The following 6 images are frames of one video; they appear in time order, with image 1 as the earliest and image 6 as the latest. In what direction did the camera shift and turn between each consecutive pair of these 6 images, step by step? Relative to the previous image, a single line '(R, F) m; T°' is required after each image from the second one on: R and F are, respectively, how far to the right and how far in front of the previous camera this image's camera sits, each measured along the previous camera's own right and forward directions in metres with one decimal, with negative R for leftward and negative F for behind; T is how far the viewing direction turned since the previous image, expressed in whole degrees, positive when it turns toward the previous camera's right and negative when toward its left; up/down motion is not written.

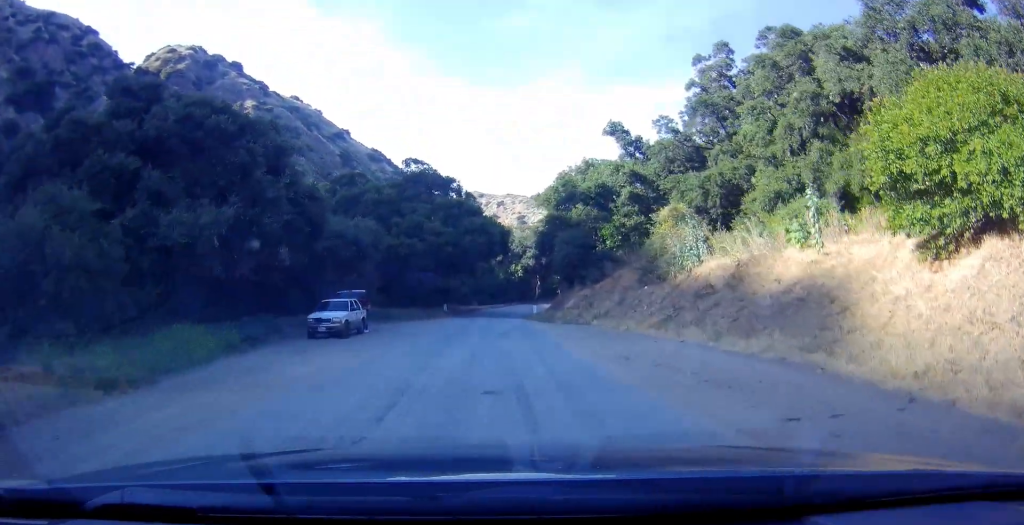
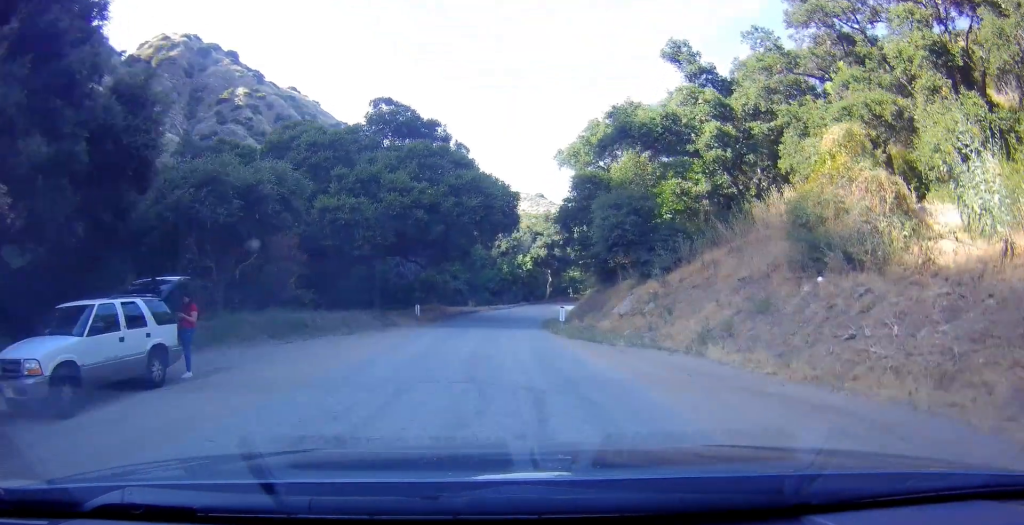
(-1.2, +17.8) m; -4°
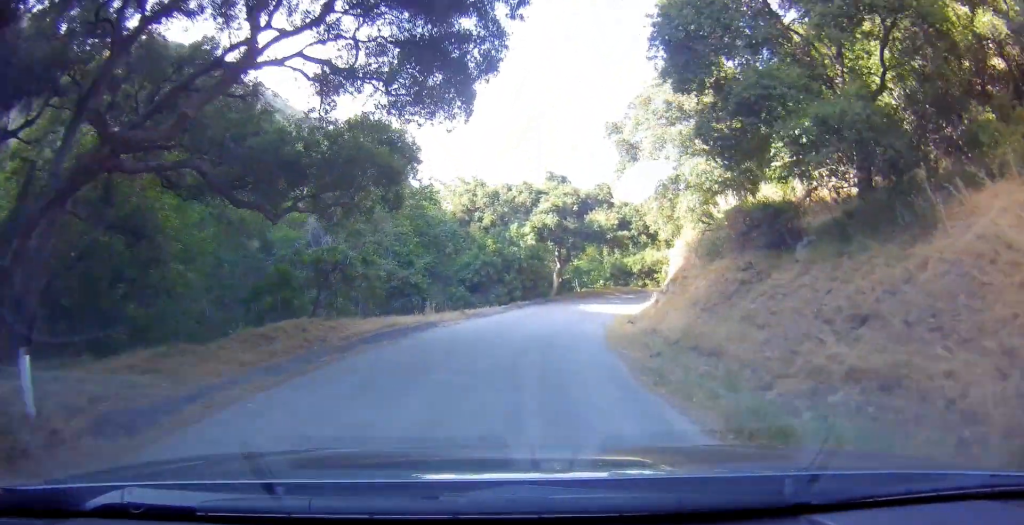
(+2.4, +25.7) m; +9°
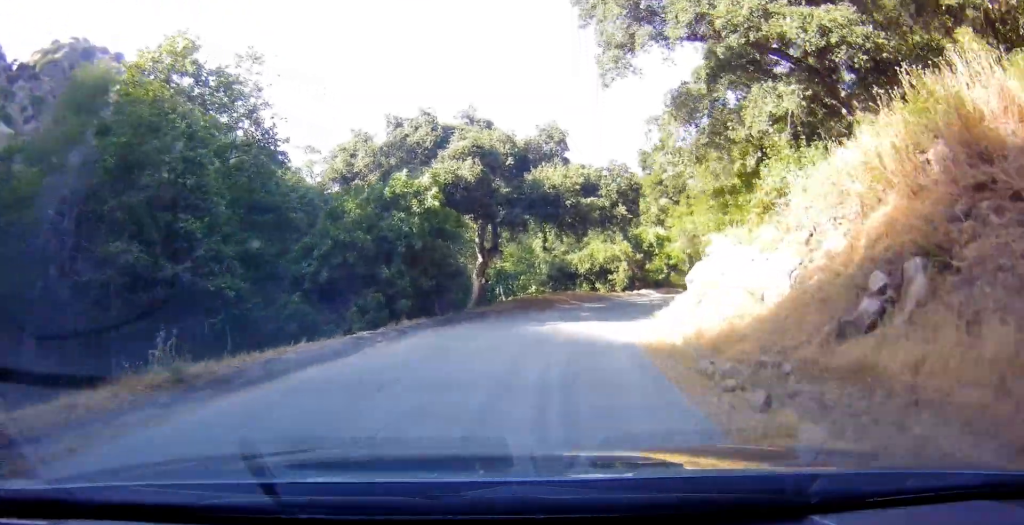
(0.0, +17.9) m; 0°
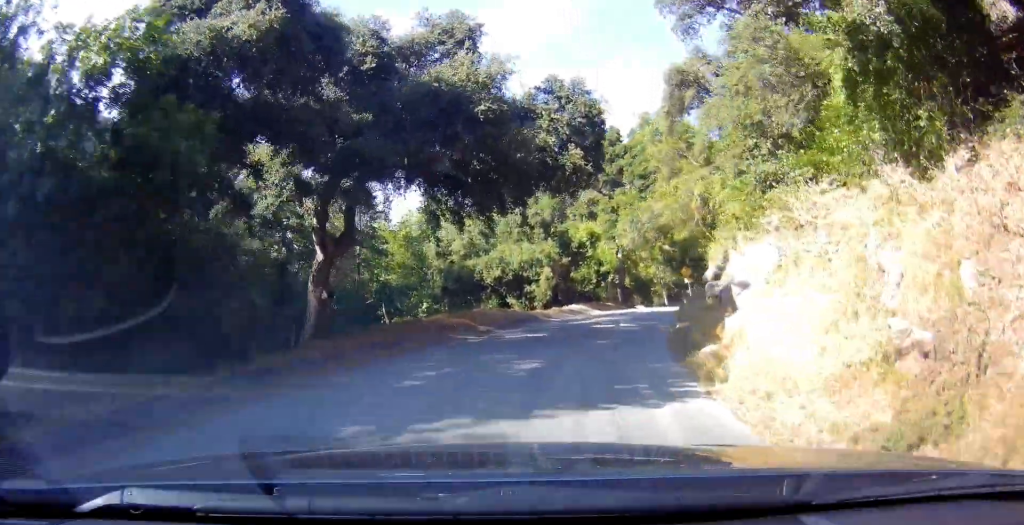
(+1.0, +14.1) m; +11°
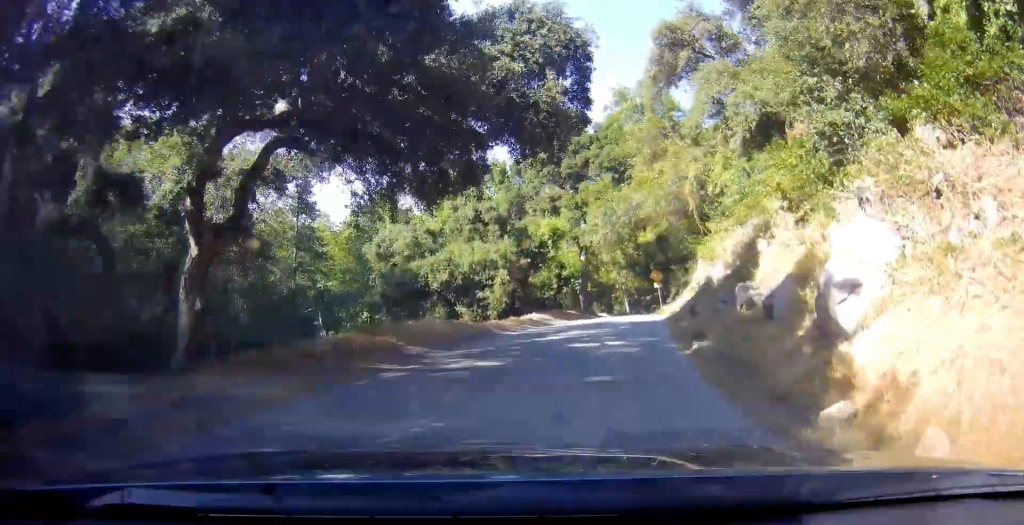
(+0.4, +5.3) m; +5°
